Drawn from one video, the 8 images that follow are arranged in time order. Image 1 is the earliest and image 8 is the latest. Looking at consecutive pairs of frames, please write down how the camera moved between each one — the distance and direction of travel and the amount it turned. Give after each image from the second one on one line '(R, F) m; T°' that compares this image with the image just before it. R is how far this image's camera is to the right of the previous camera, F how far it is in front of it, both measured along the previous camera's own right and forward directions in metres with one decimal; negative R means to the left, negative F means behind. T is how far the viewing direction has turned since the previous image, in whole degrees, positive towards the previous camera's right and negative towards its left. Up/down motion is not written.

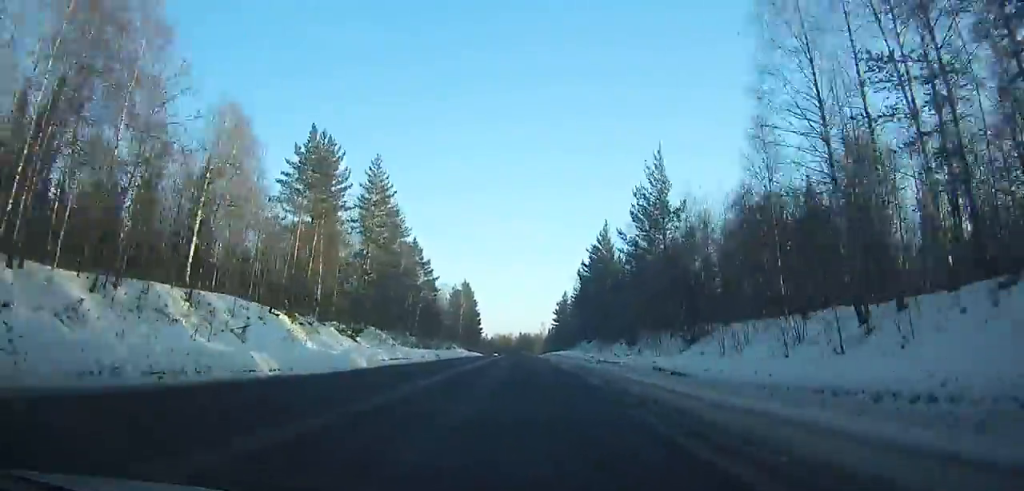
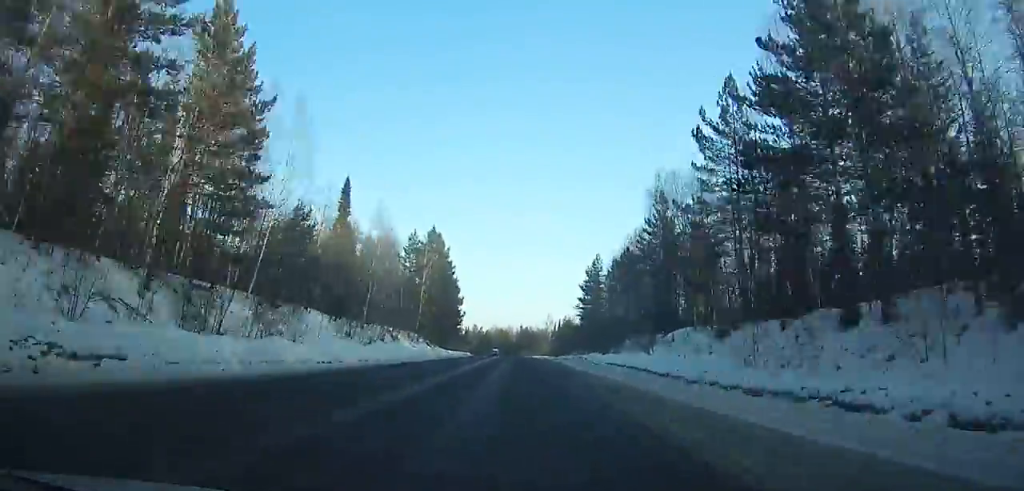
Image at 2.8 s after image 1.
(+3.7, +70.2) m; +4°
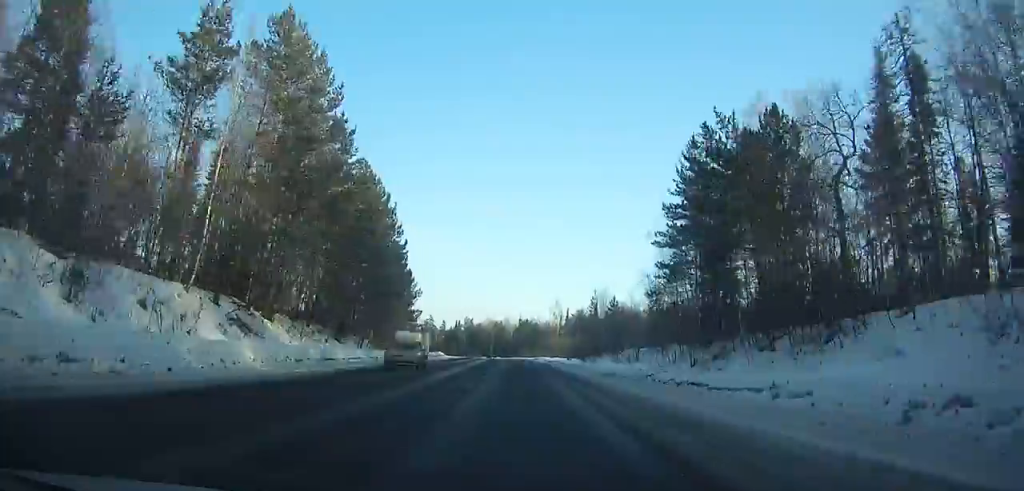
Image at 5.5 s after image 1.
(+1.9, +65.4) m; 0°
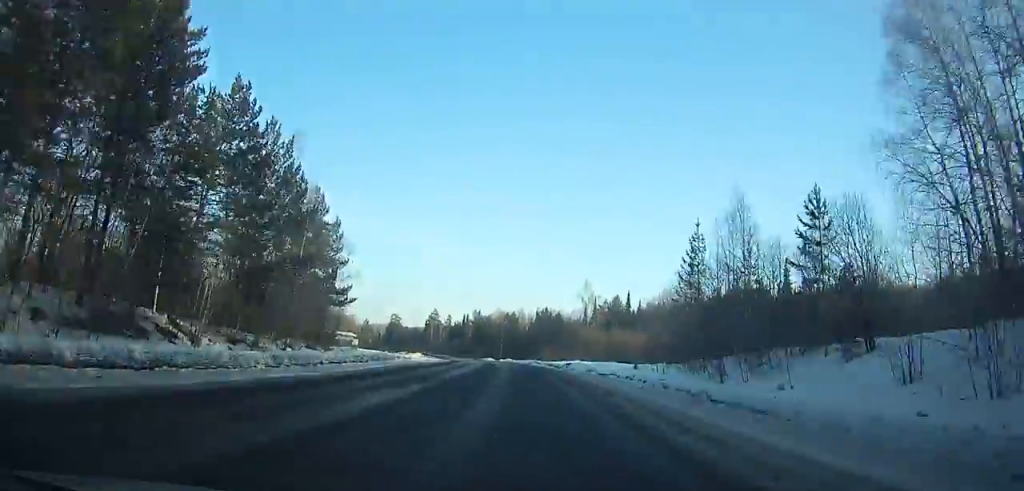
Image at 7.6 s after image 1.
(-0.6, +49.4) m; -3°
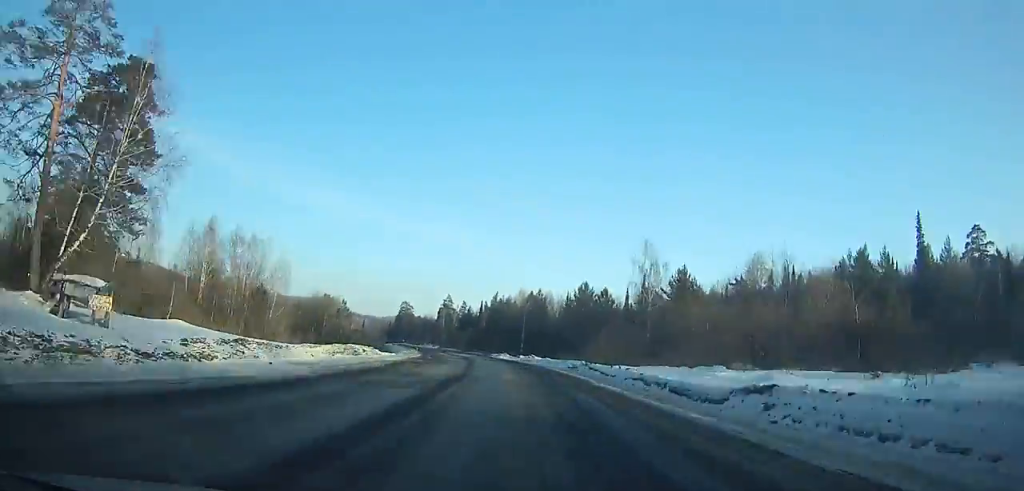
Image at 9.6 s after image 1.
(-0.5, +46.3) m; -4°
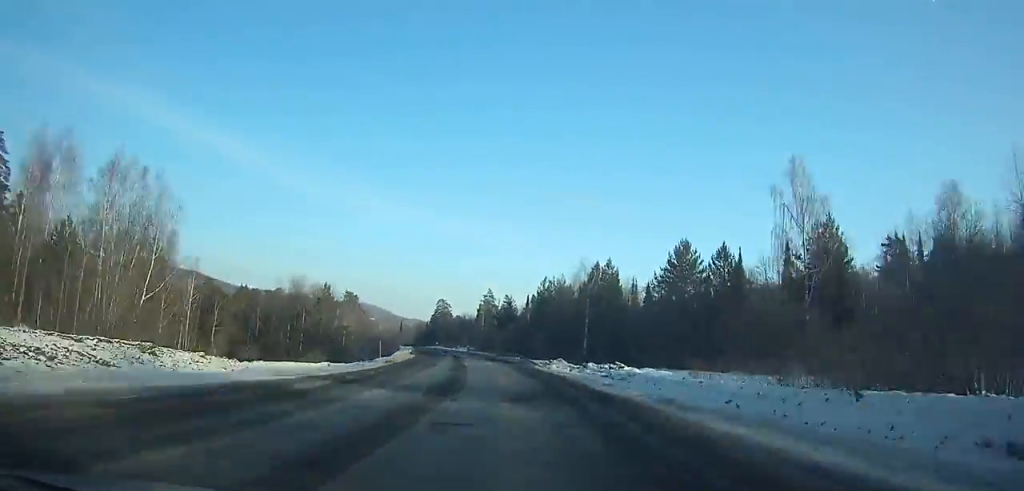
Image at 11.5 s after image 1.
(-2.3, +43.5) m; -5°
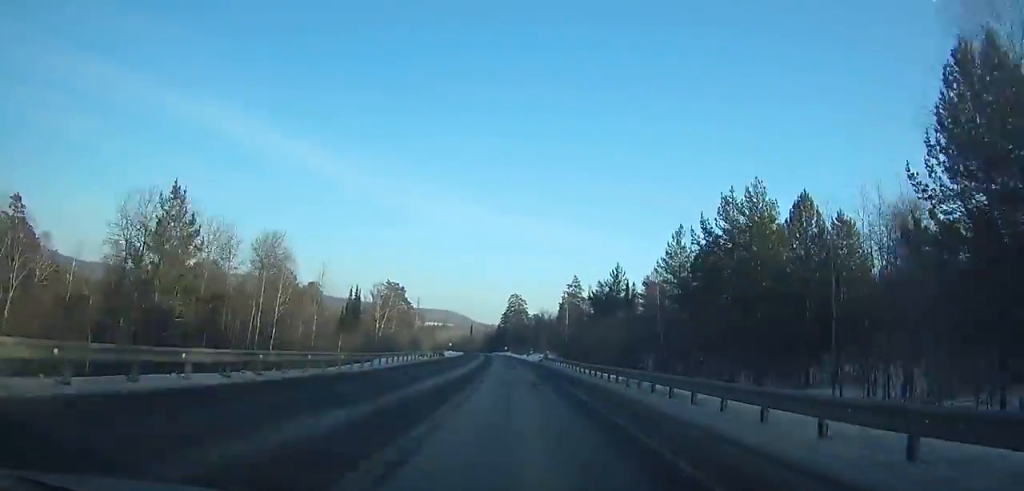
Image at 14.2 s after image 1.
(-3.4, +61.4) m; -4°
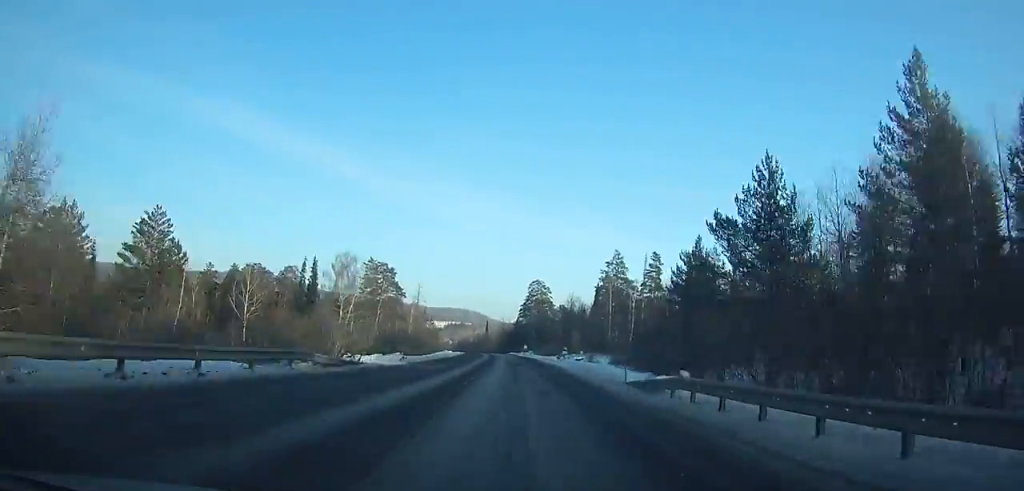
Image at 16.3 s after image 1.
(-1.2, +47.8) m; -2°
